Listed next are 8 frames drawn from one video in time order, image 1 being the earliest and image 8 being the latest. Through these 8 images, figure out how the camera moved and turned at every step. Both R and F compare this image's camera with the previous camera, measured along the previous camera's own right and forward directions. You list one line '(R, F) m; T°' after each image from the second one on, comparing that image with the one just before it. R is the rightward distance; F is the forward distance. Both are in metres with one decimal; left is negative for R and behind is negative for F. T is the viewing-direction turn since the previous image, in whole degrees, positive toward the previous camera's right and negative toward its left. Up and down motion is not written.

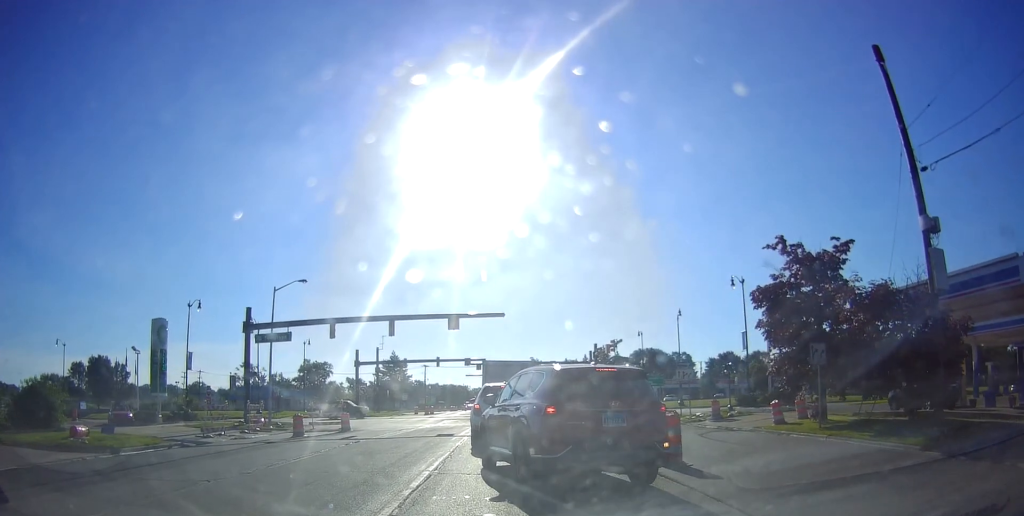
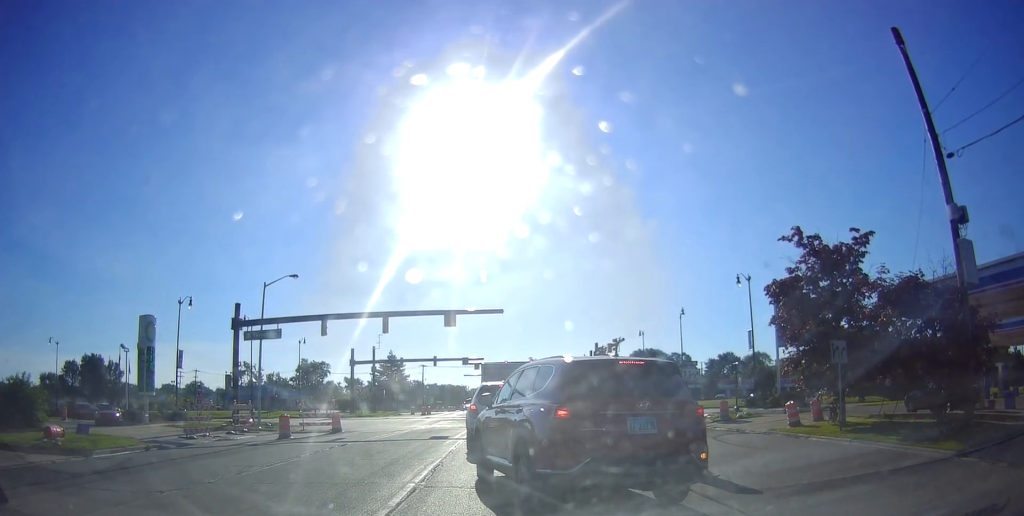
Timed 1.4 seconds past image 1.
(+0.2, +1.3) m; 0°
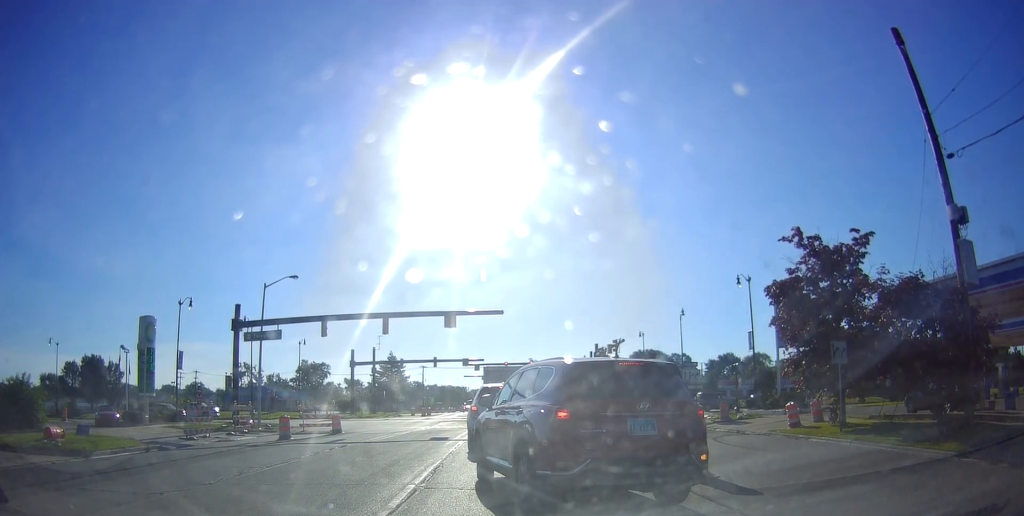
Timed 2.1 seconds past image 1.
(0.0, 0.0) m; 0°
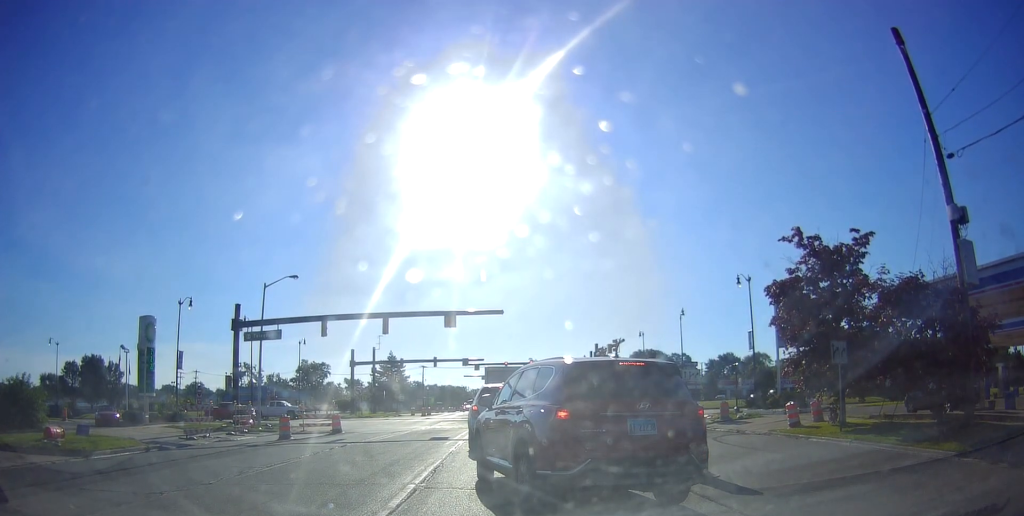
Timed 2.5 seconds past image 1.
(0.0, 0.0) m; 0°
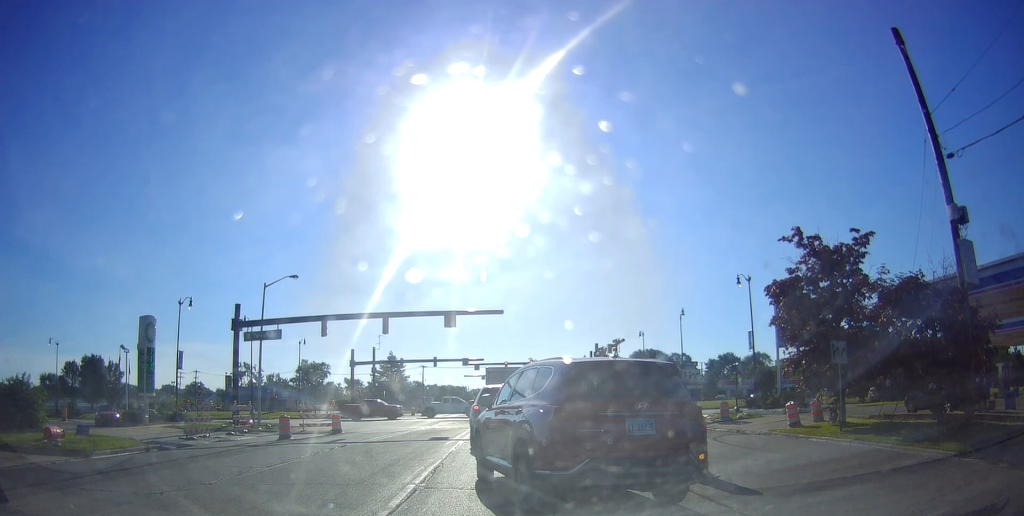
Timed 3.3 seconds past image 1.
(0.0, 0.0) m; 0°
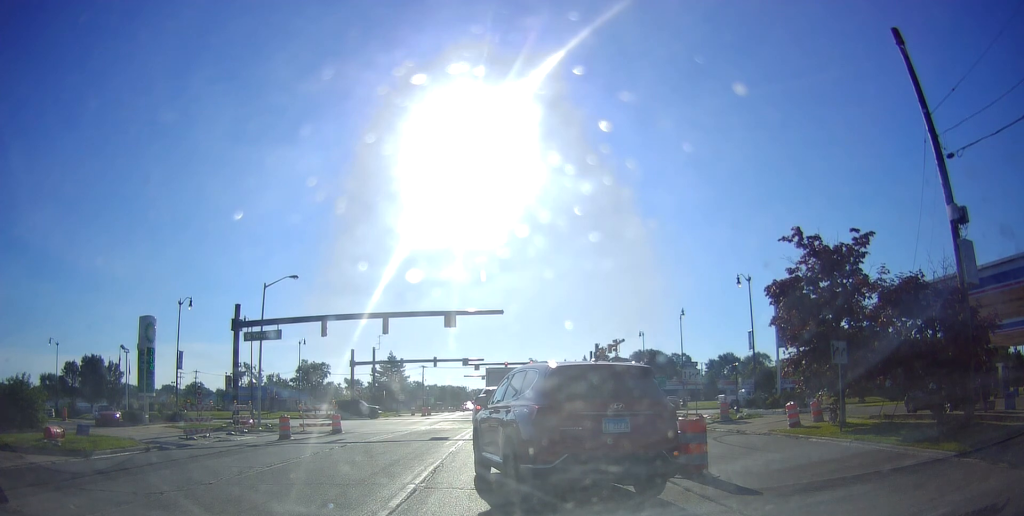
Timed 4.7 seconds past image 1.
(0.0, 0.0) m; 0°
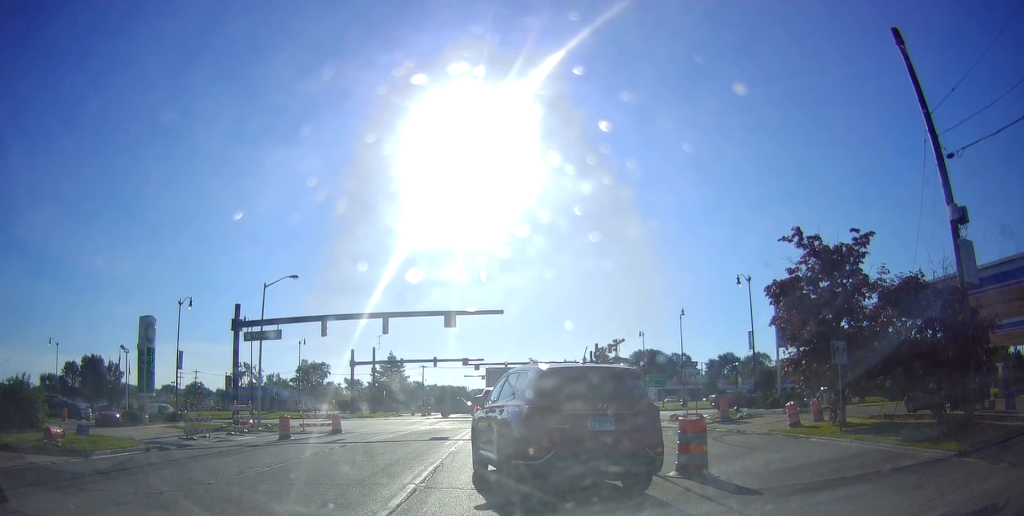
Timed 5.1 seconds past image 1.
(0.0, 0.0) m; 0°
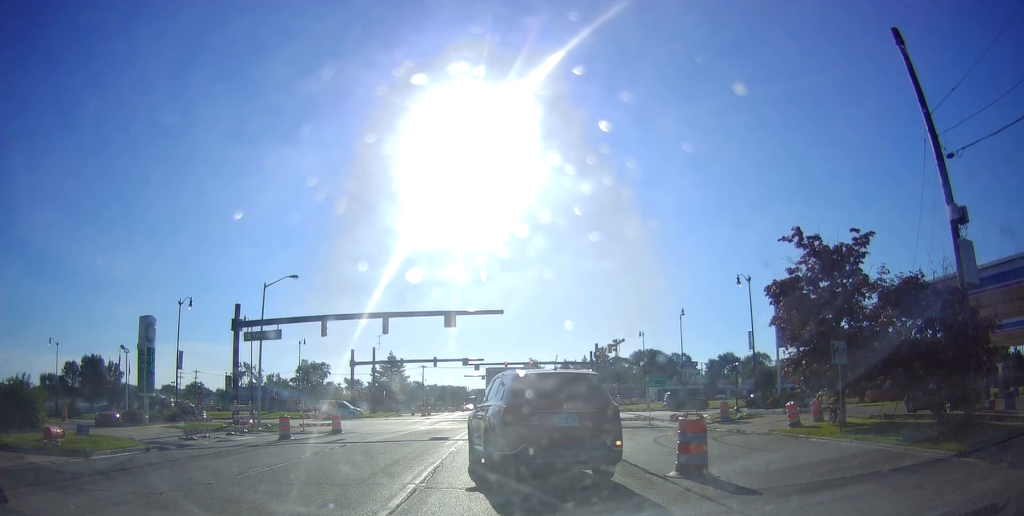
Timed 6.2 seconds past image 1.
(-0.1, +0.3) m; 0°
